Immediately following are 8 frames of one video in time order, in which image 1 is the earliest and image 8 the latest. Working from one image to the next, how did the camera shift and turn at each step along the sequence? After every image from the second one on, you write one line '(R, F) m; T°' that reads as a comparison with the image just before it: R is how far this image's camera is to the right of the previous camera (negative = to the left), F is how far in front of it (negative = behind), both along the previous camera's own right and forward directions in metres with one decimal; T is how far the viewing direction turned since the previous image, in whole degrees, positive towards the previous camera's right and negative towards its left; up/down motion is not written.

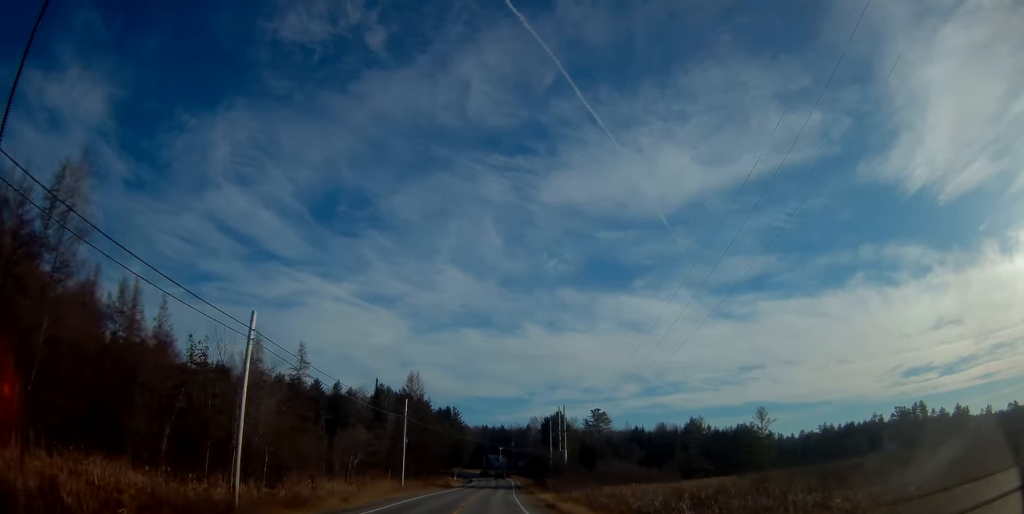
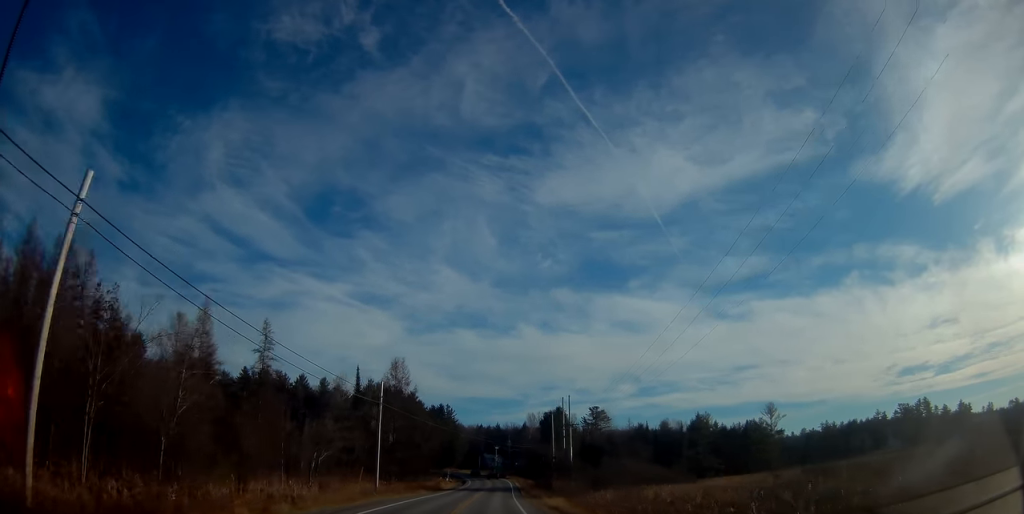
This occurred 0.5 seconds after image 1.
(-0.1, +10.8) m; 0°
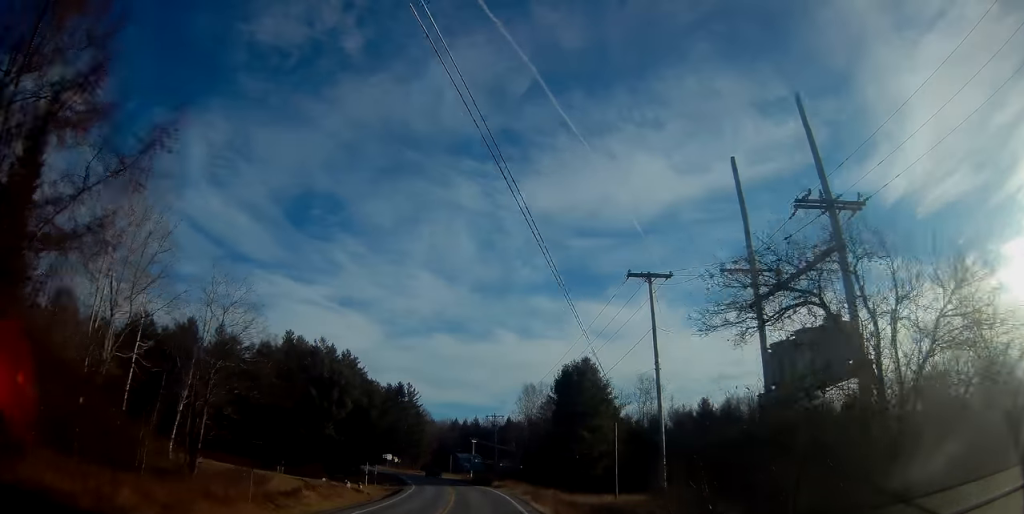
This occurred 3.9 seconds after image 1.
(+0.4, +66.3) m; +2°
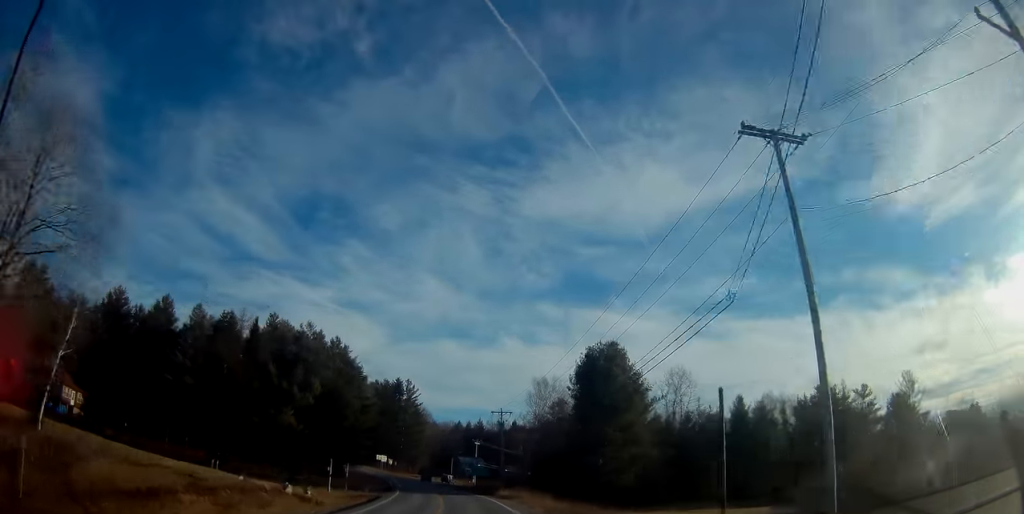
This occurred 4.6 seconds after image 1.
(0.0, +14.2) m; -1°
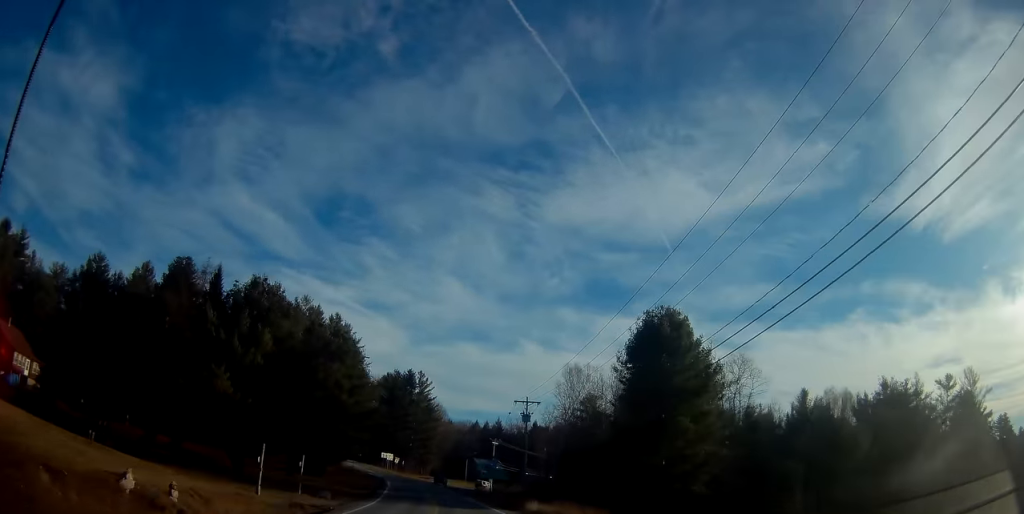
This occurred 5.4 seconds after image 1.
(-0.3, +15.9) m; -2°
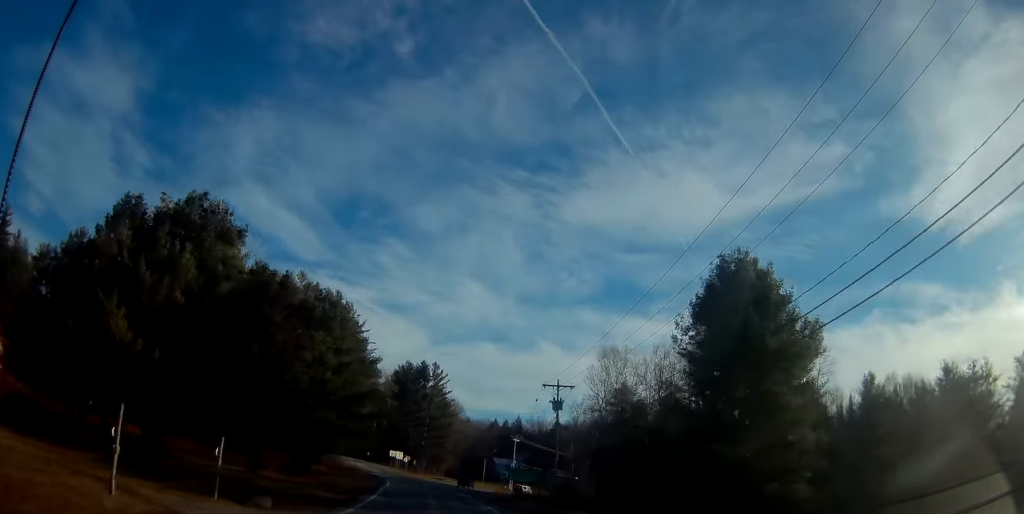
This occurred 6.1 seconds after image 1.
(-0.2, +12.6) m; -2°
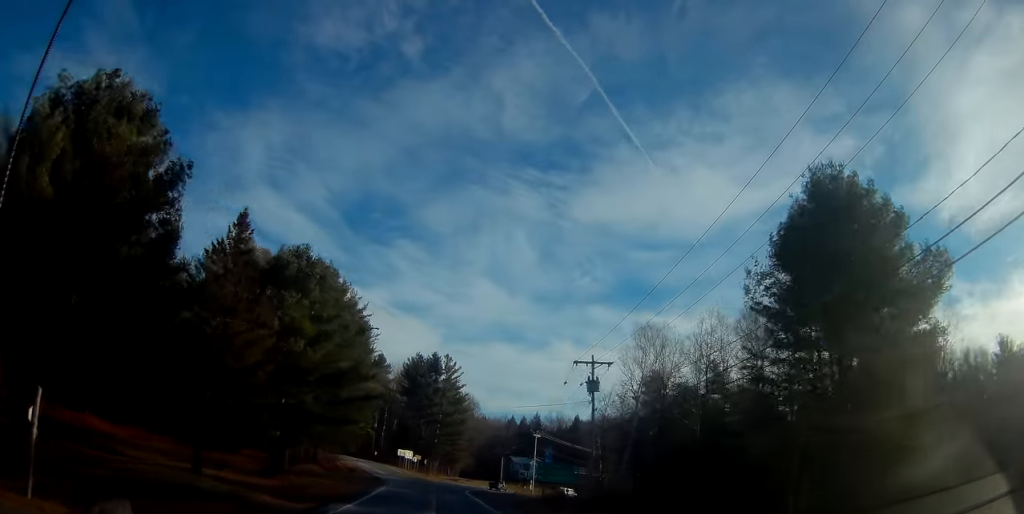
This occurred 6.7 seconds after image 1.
(-0.2, +10.6) m; -1°
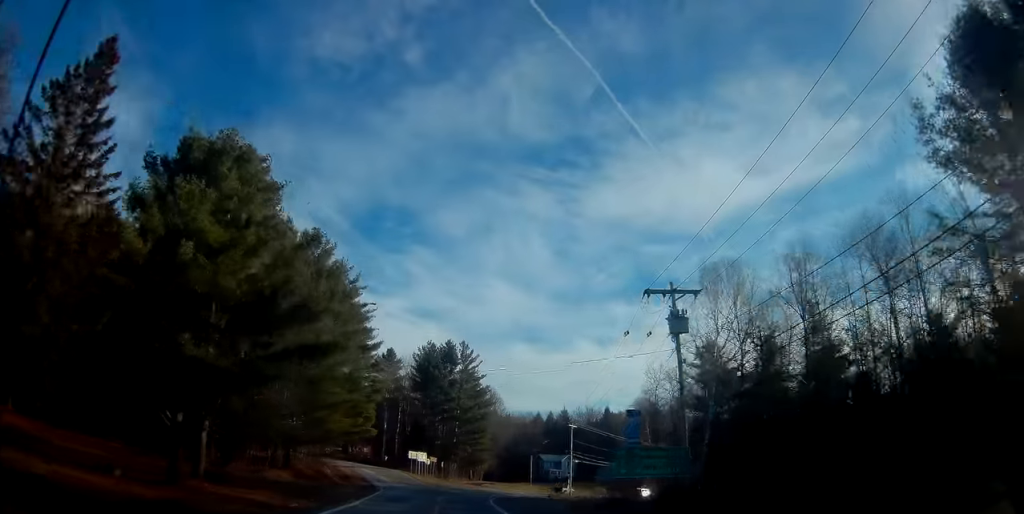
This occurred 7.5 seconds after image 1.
(-0.1, +16.3) m; -1°
